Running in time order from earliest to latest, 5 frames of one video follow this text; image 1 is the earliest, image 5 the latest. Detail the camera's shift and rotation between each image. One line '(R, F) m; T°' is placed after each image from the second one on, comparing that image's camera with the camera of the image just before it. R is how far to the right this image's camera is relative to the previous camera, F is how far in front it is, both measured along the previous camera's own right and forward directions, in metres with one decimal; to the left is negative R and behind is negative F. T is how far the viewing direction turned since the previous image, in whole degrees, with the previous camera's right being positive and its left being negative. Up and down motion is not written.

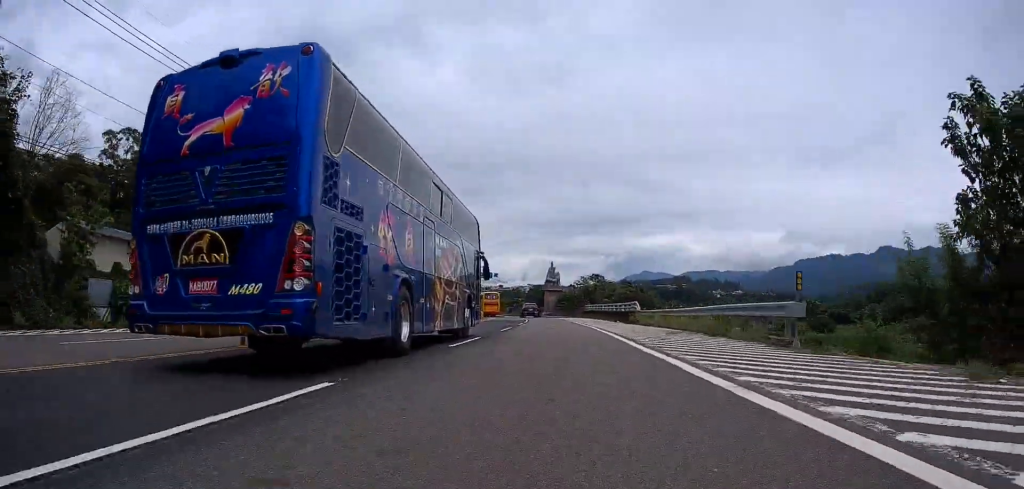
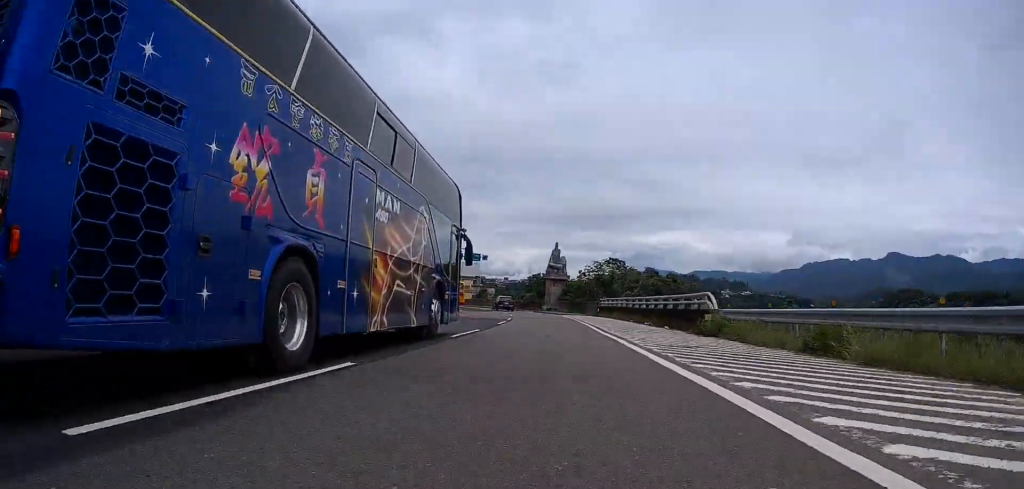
(-0.8, +19.1) m; -2°
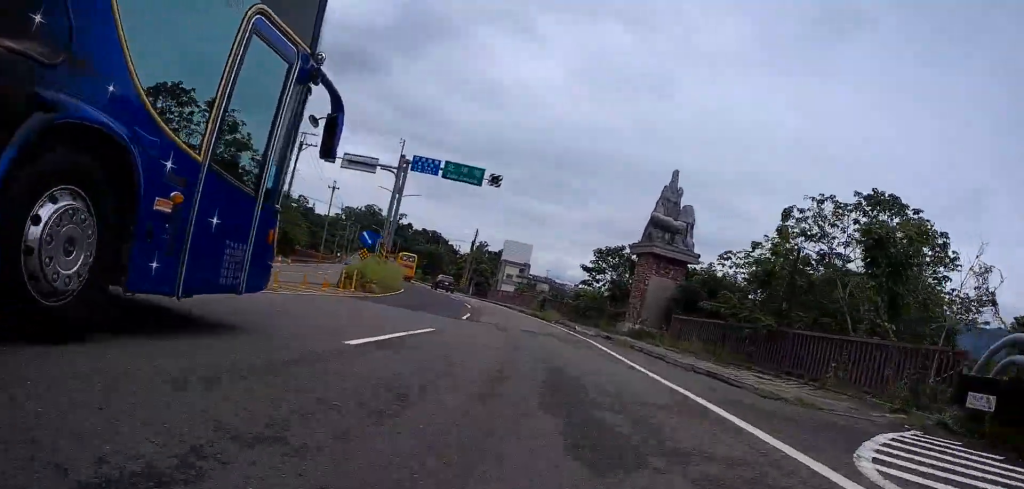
(0.0, +41.9) m; -1°
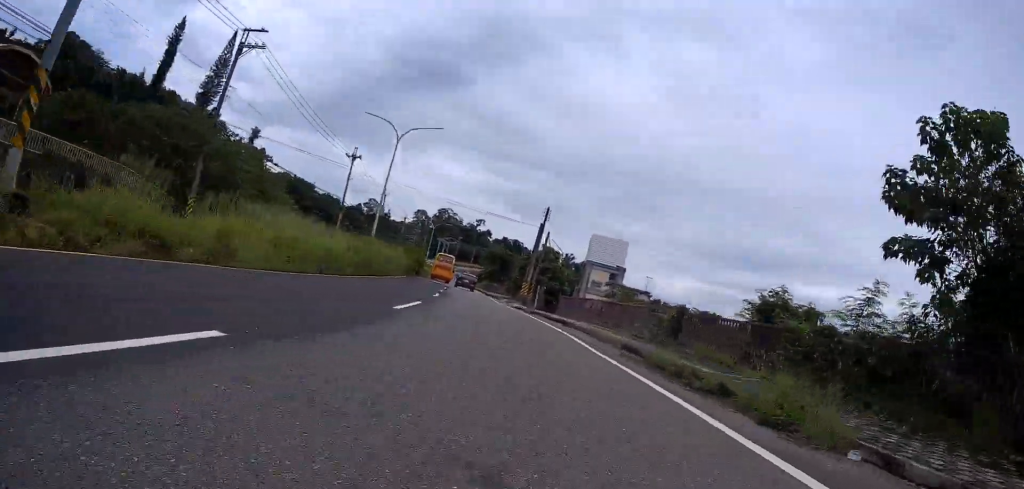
(-3.8, +25.5) m; -15°
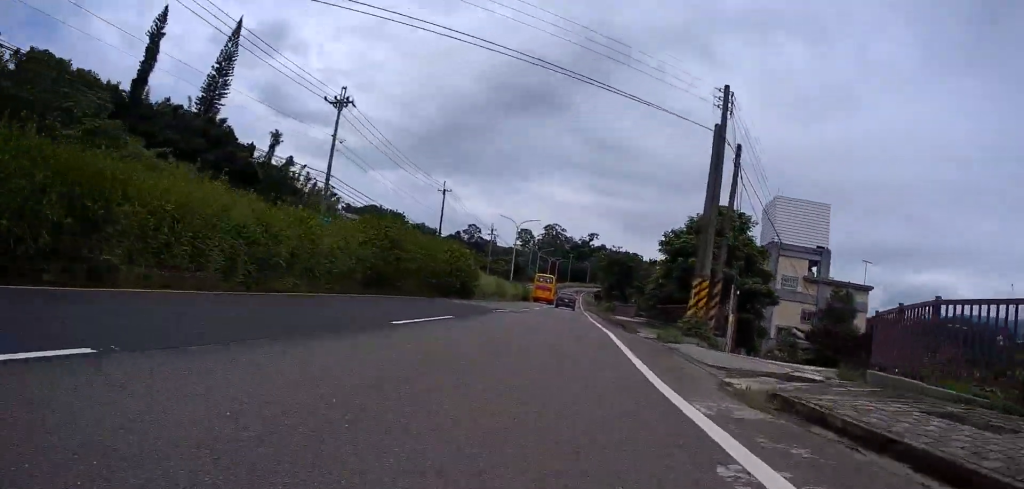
(-0.9, +31.6) m; -4°
